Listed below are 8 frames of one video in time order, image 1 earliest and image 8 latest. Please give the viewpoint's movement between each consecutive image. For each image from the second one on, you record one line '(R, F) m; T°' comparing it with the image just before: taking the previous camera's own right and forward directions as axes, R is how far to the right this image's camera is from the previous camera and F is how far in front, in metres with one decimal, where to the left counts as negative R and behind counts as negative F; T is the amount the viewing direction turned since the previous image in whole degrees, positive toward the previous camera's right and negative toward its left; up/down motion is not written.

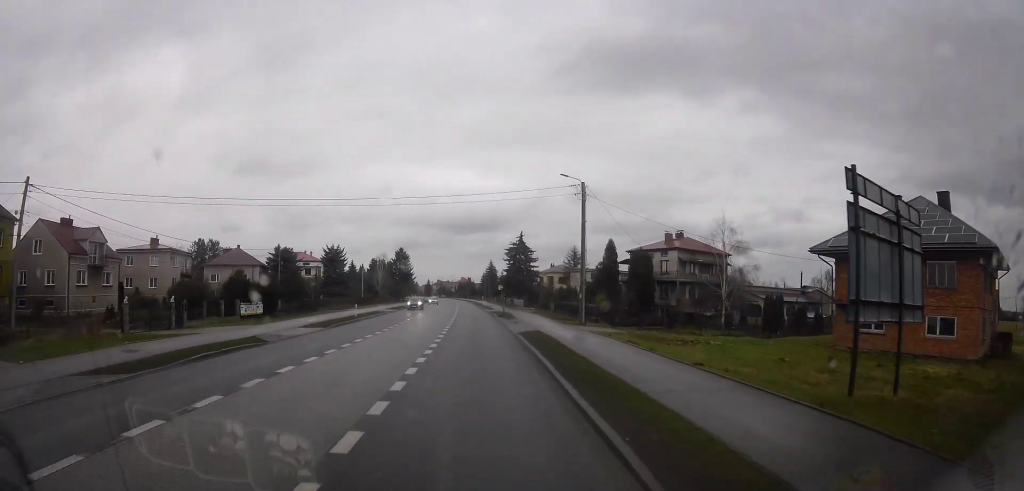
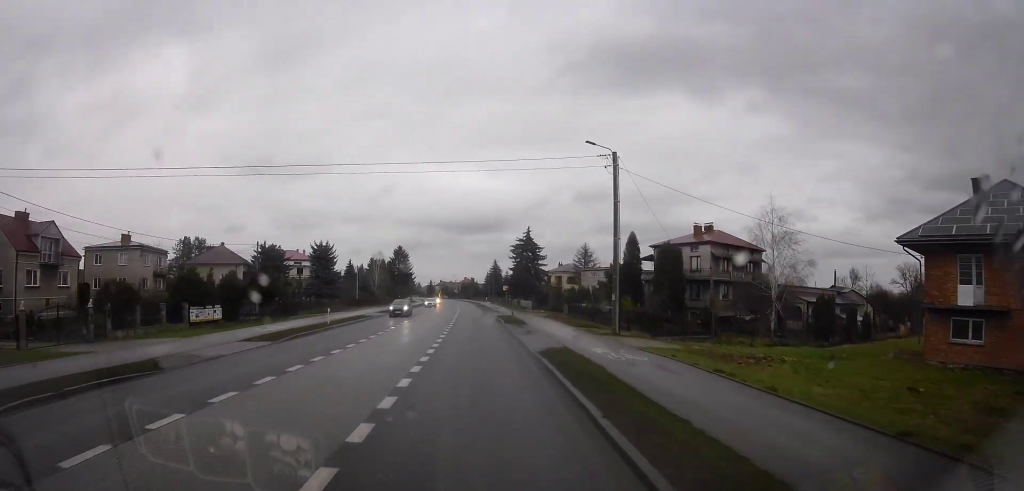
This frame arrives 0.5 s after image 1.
(-0.4, +7.5) m; 0°
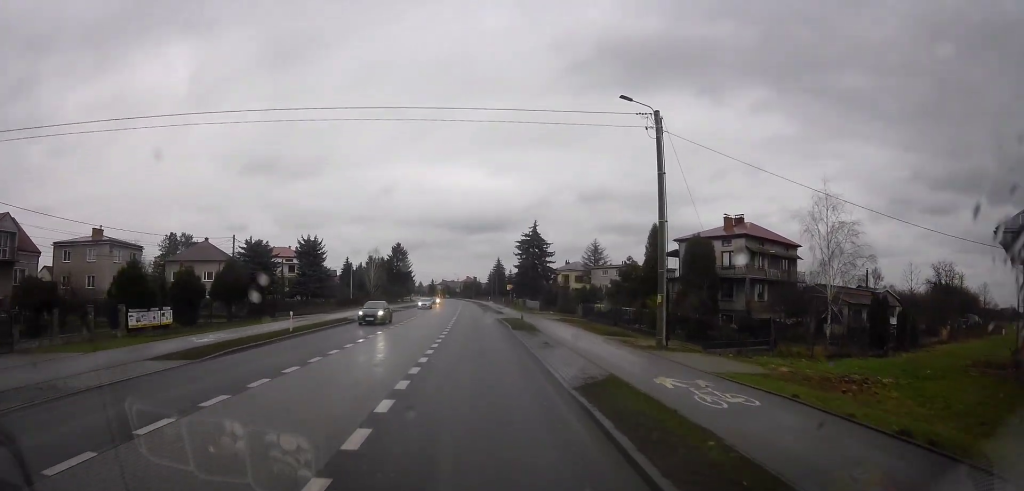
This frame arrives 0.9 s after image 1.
(-0.4, +6.4) m; 0°
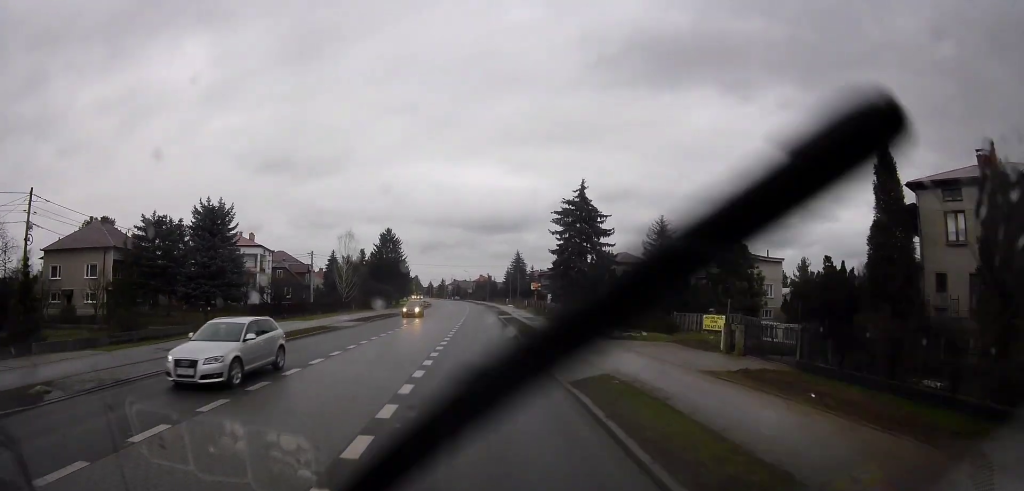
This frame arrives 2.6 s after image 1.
(+1.4, +28.8) m; +1°
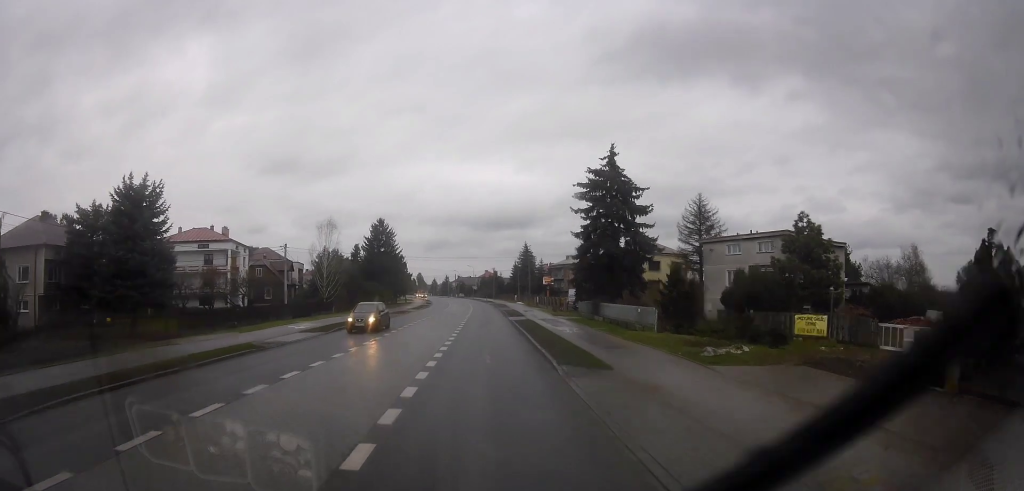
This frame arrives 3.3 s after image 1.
(-0.1, +11.0) m; -2°
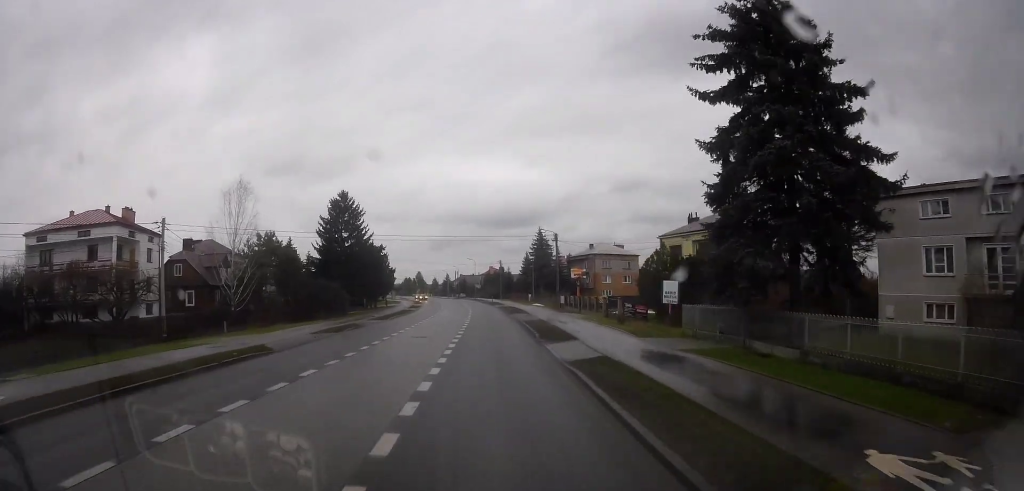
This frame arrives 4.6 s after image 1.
(-1.0, +23.3) m; -2°
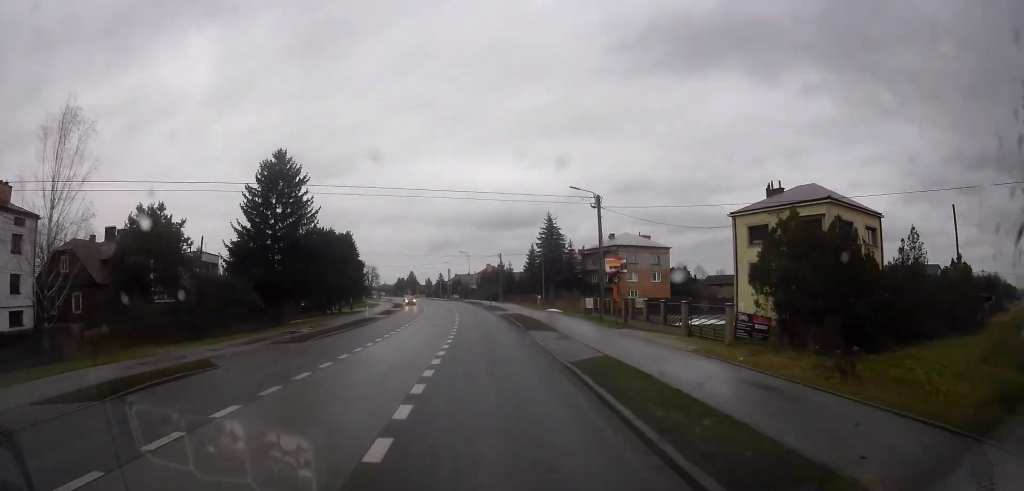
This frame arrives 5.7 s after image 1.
(+0.1, +18.4) m; +2°
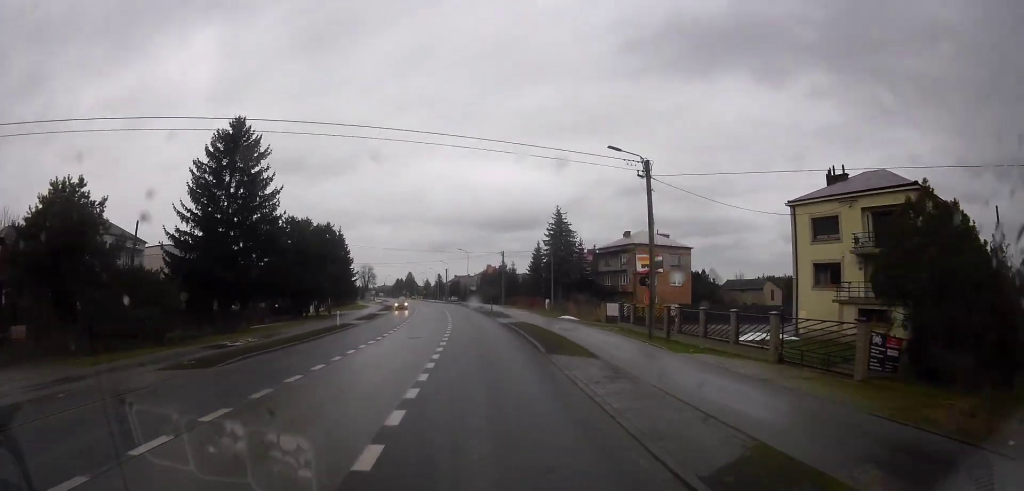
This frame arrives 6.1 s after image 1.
(-0.1, +8.4) m; +1°
